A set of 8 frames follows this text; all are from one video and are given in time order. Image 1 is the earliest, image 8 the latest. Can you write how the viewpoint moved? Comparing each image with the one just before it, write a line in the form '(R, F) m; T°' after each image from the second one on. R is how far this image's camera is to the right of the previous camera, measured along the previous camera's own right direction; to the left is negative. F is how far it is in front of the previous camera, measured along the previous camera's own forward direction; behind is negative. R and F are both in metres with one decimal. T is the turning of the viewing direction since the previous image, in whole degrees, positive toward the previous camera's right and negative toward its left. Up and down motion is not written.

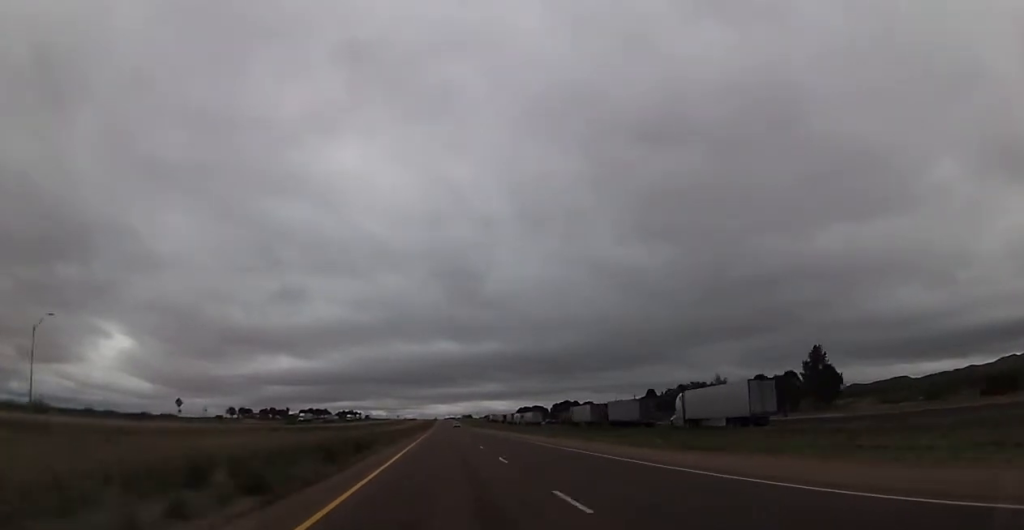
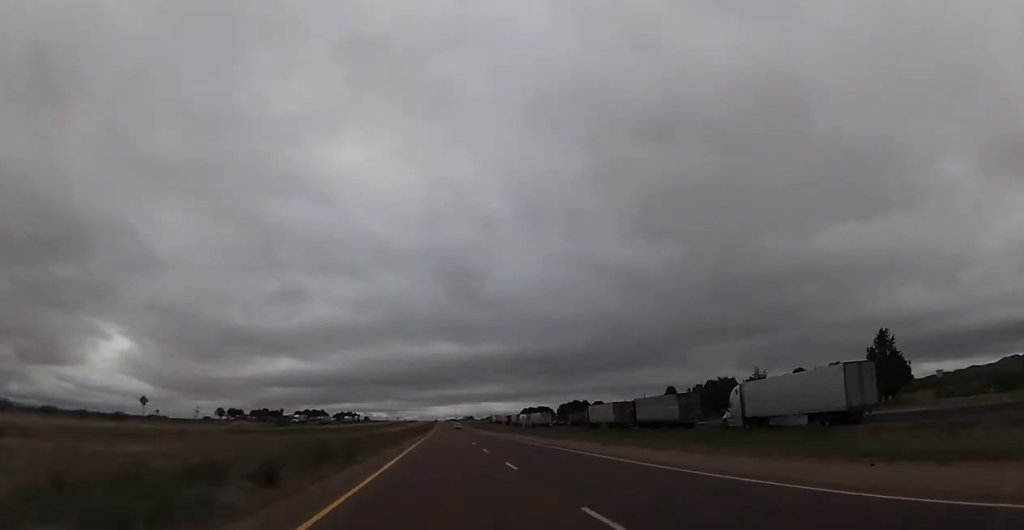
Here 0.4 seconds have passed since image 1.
(0.0, +14.5) m; 0°
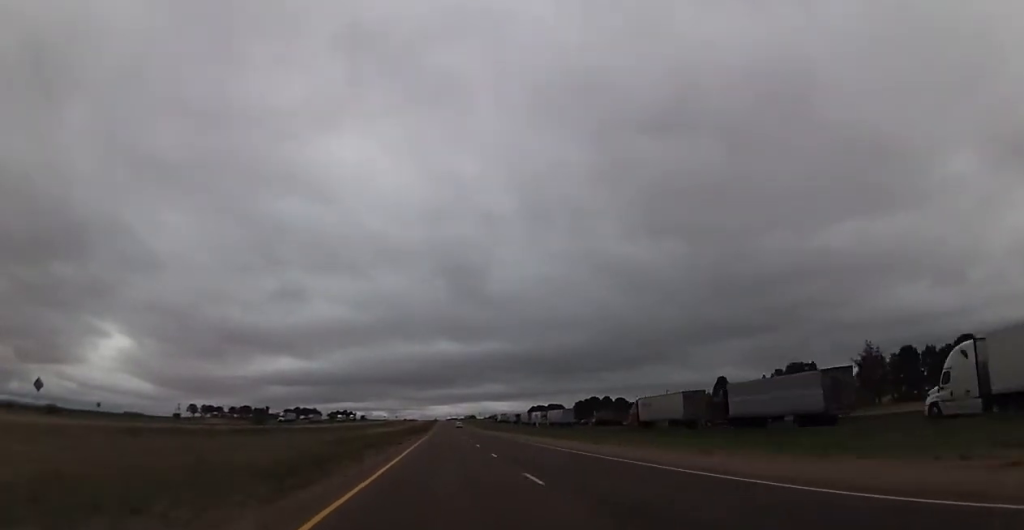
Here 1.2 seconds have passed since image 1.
(0.0, +29.1) m; 0°
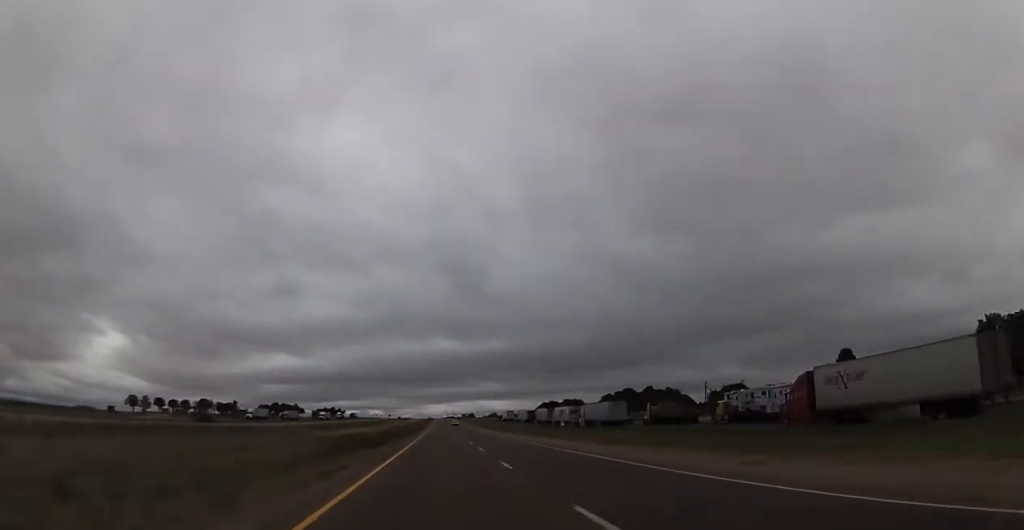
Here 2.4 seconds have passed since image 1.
(+0.2, +43.7) m; +1°
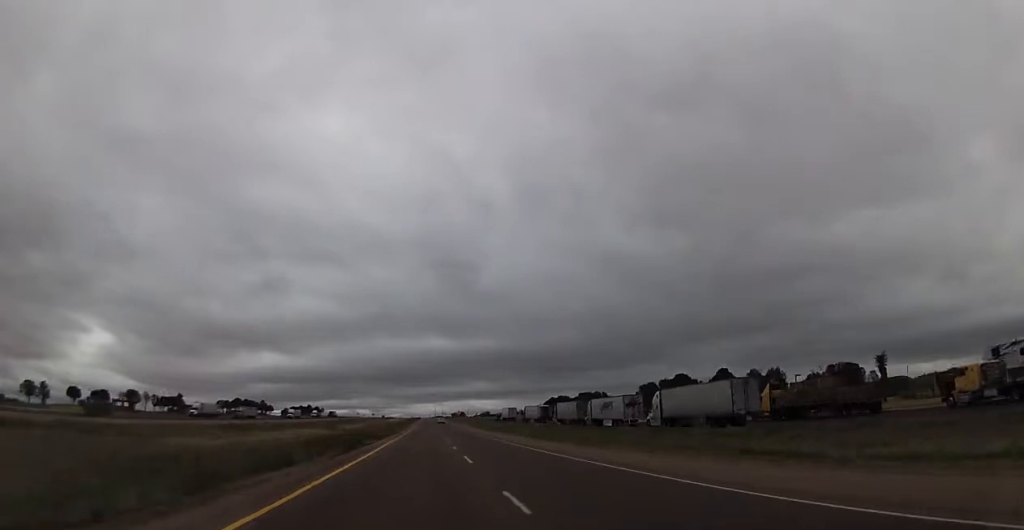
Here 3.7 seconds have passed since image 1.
(+0.5, +46.1) m; 0°
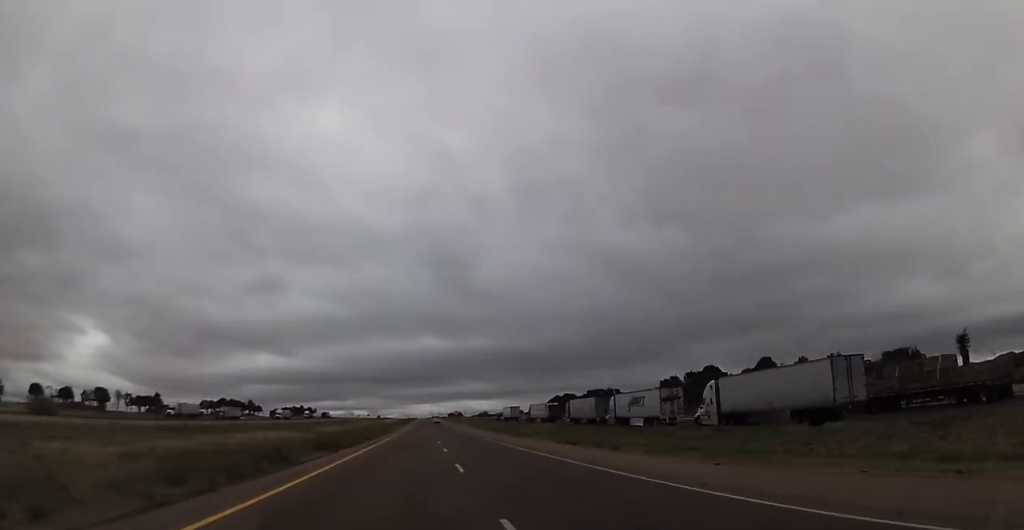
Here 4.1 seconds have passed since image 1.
(+0.1, +15.8) m; 0°
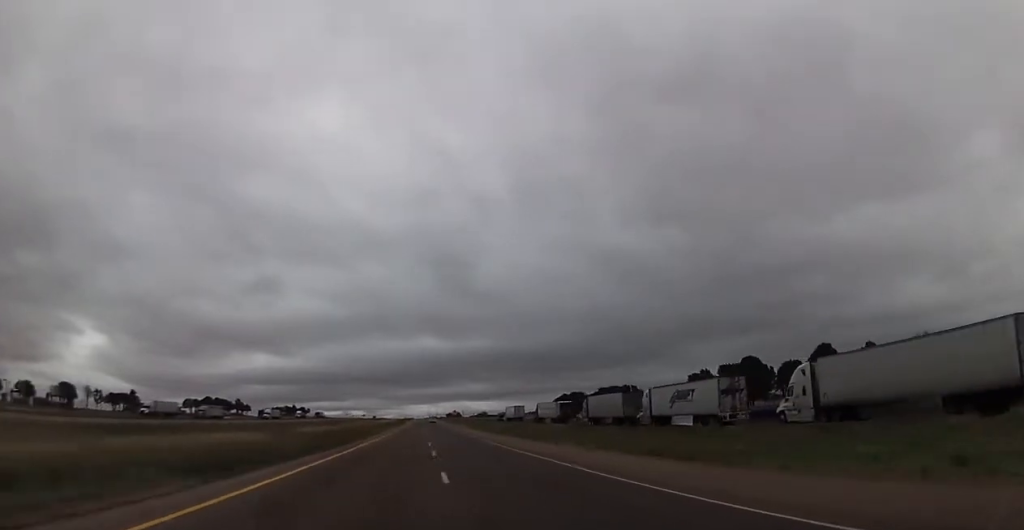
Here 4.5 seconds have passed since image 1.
(-0.2, +15.8) m; 0°
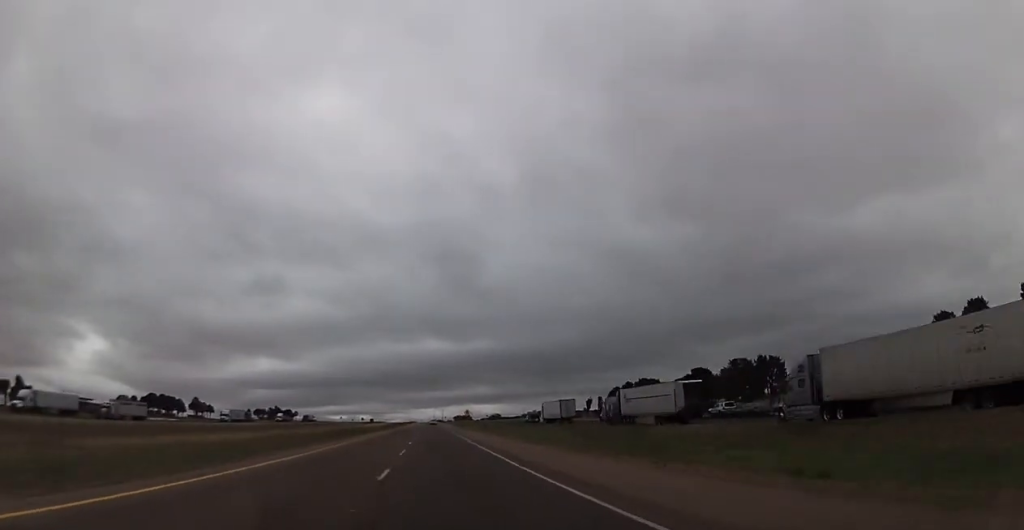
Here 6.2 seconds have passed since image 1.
(+1.0, +59.4) m; +1°
